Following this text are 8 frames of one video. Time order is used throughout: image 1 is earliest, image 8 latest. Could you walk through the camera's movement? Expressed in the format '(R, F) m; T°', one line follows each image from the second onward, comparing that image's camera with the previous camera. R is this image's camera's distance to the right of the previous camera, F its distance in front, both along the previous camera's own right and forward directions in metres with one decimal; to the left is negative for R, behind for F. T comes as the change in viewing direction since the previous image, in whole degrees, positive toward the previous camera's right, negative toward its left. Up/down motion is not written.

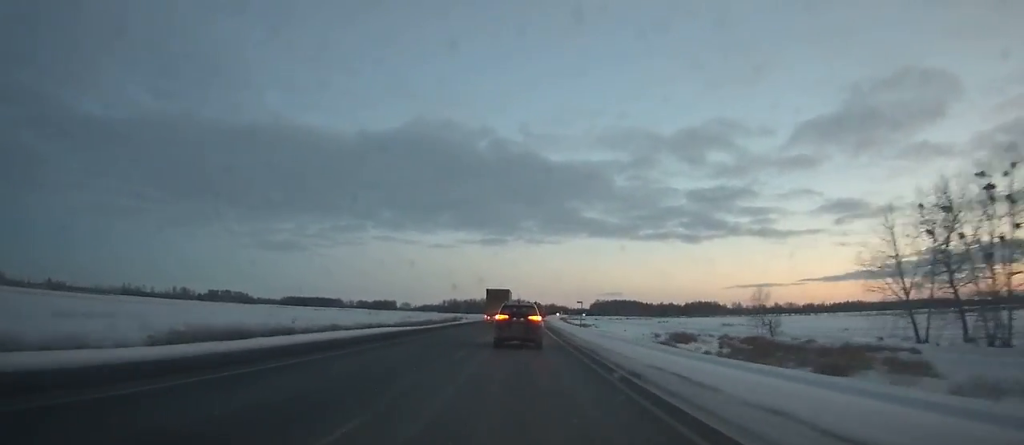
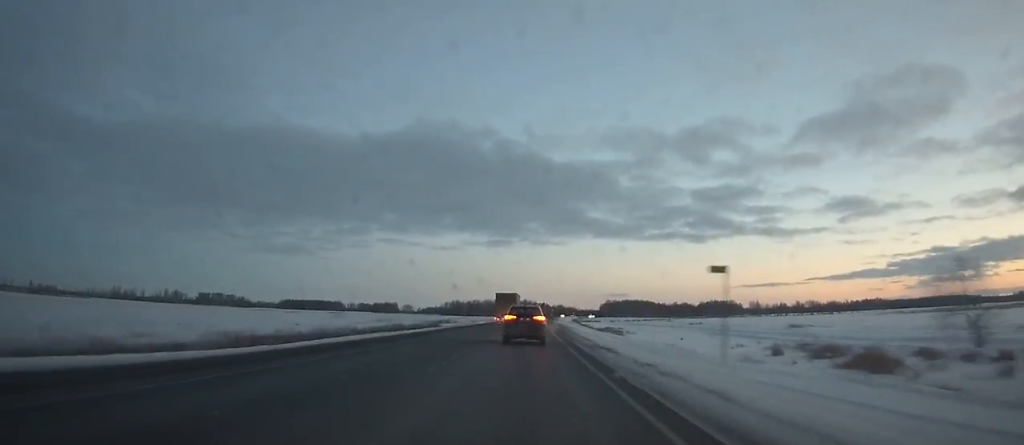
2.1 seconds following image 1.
(+0.3, +40.4) m; +1°
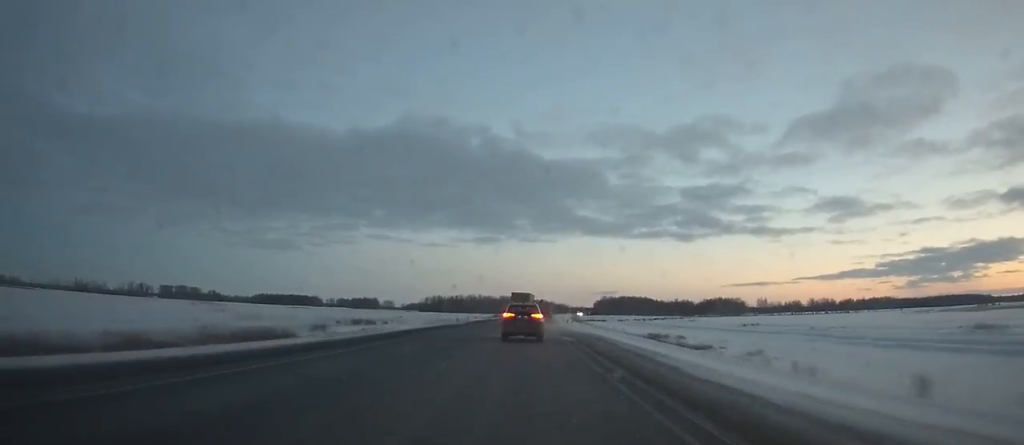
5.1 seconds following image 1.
(+0.4, +58.7) m; +1°
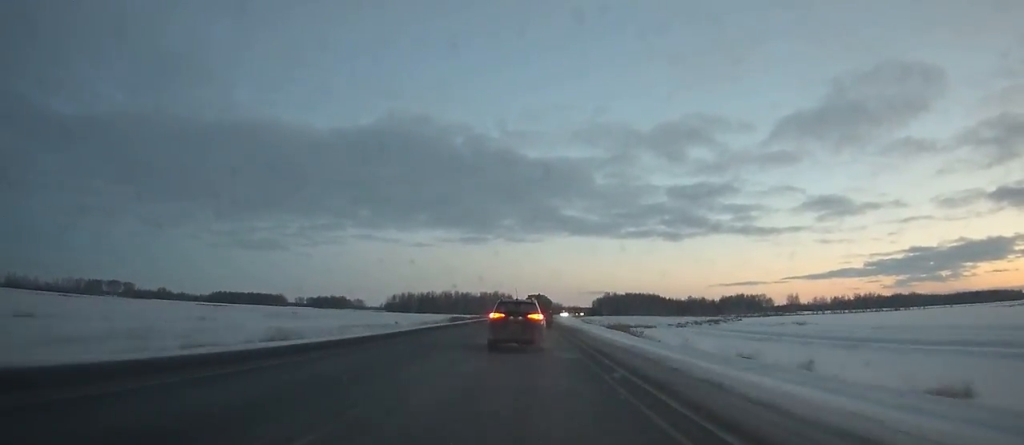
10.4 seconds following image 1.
(+1.1, +104.2) m; +1°
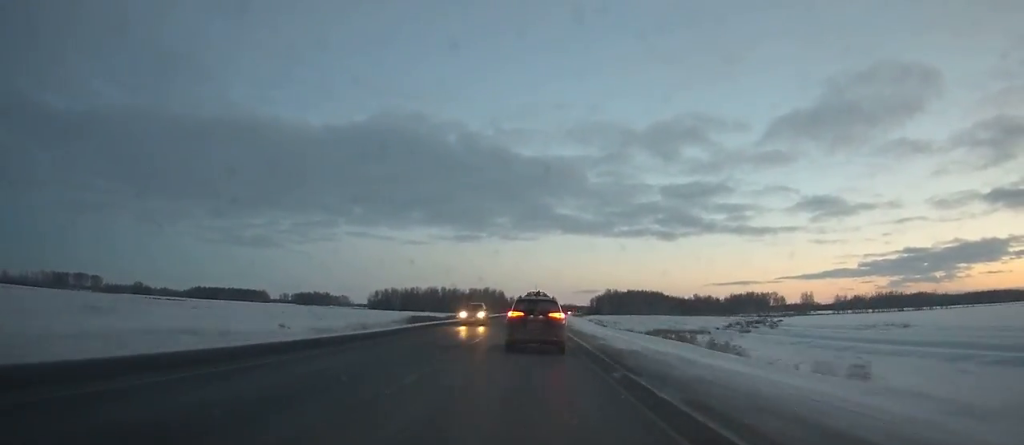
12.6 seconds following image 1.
(+0.1, +42.1) m; +1°
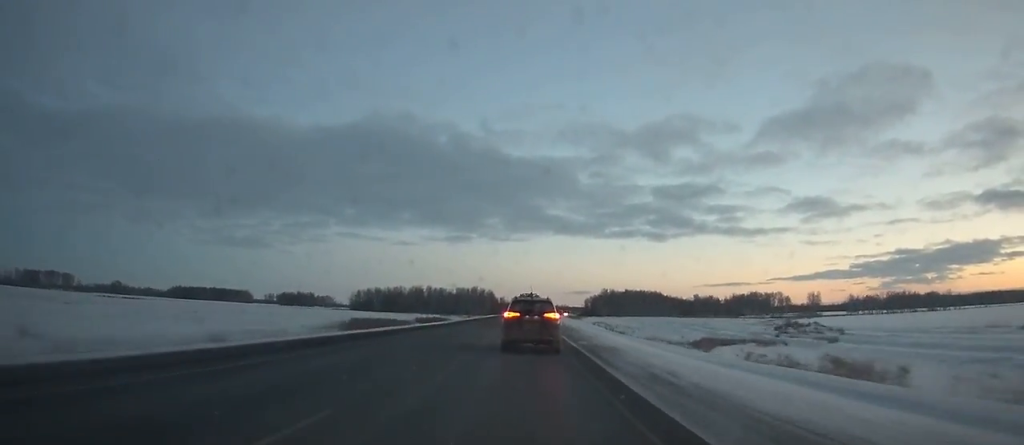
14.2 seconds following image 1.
(+0.2, +29.3) m; 0°
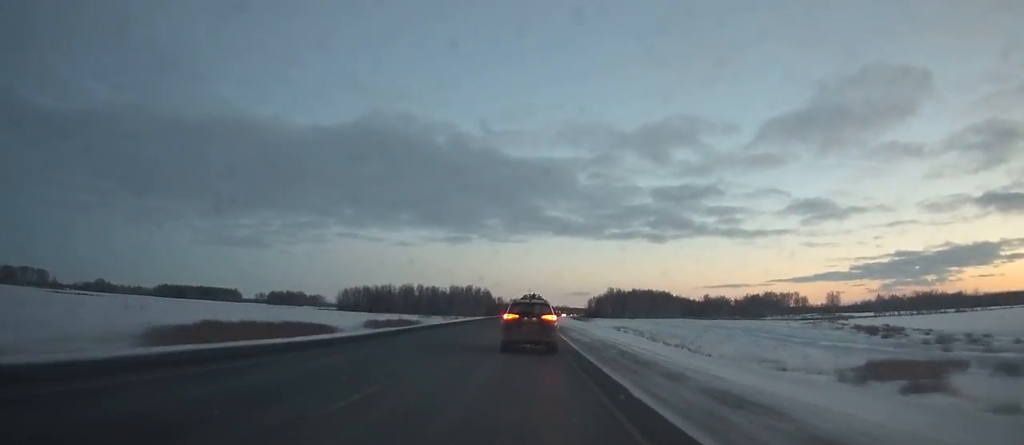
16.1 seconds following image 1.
(+0.1, +34.4) m; +1°
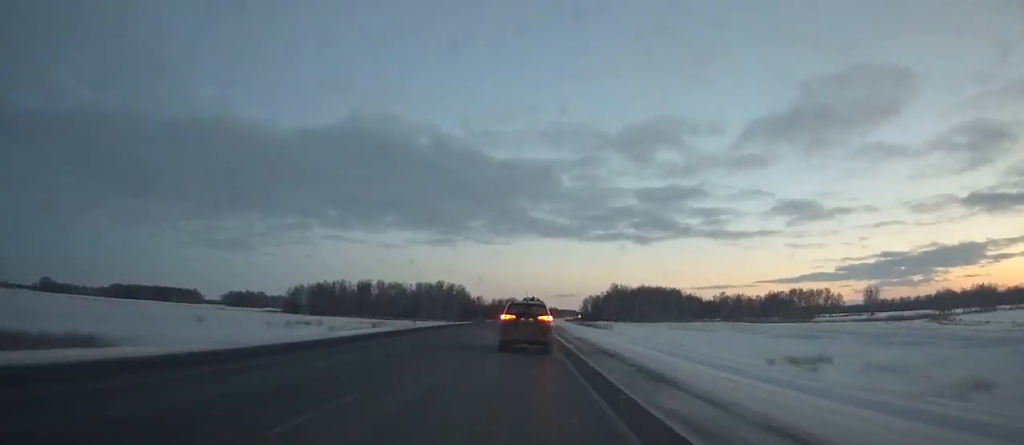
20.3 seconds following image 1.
(+0.8, +73.8) m; +1°
